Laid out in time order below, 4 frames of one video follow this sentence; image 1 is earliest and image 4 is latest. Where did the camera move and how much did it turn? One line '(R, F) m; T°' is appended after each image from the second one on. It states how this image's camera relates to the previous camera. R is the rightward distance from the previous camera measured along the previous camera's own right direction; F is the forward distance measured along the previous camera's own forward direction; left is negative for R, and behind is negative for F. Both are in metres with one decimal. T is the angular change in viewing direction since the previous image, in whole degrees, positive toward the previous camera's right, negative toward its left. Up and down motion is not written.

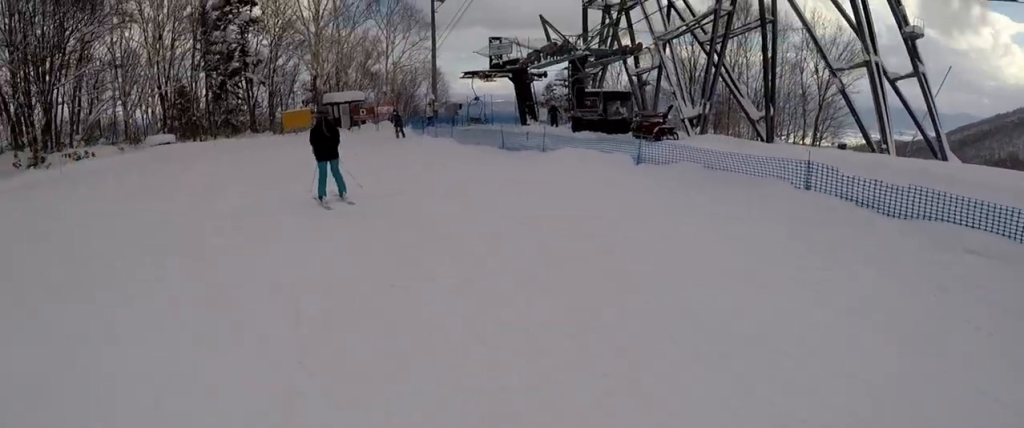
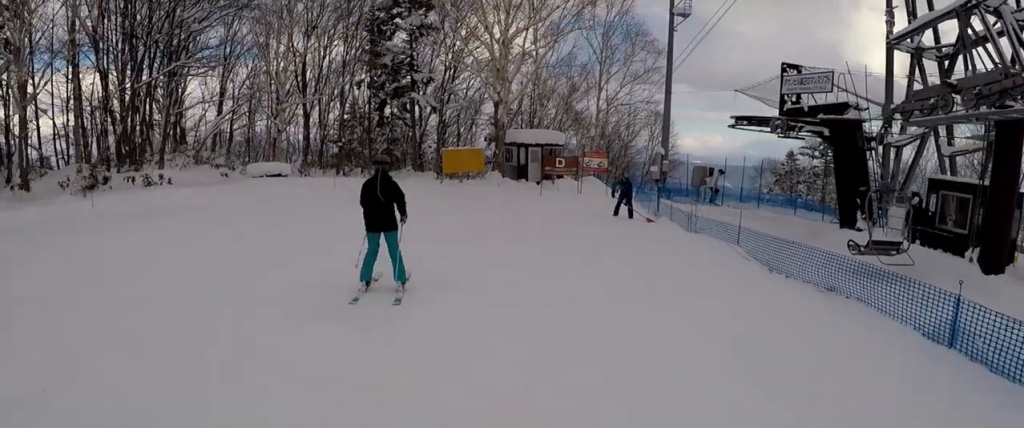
(+0.1, +12.7) m; -21°
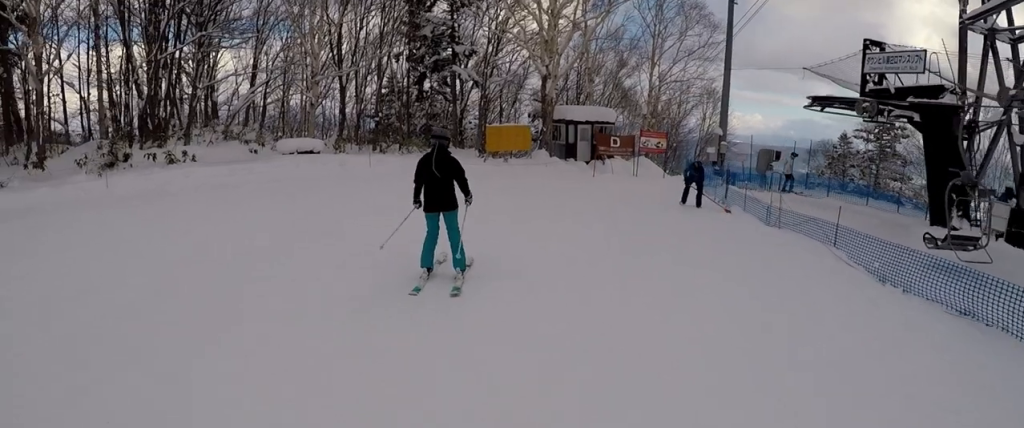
(-0.1, +1.7) m; -1°
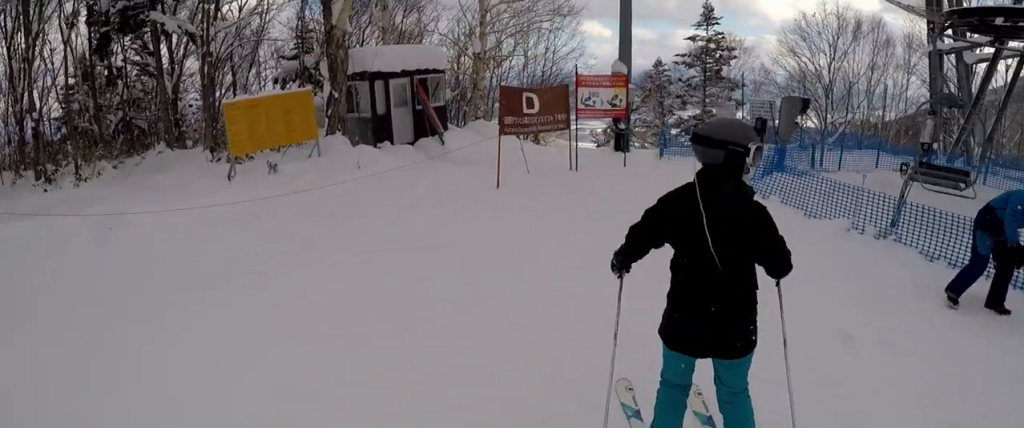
(+2.9, +11.6) m; +12°
